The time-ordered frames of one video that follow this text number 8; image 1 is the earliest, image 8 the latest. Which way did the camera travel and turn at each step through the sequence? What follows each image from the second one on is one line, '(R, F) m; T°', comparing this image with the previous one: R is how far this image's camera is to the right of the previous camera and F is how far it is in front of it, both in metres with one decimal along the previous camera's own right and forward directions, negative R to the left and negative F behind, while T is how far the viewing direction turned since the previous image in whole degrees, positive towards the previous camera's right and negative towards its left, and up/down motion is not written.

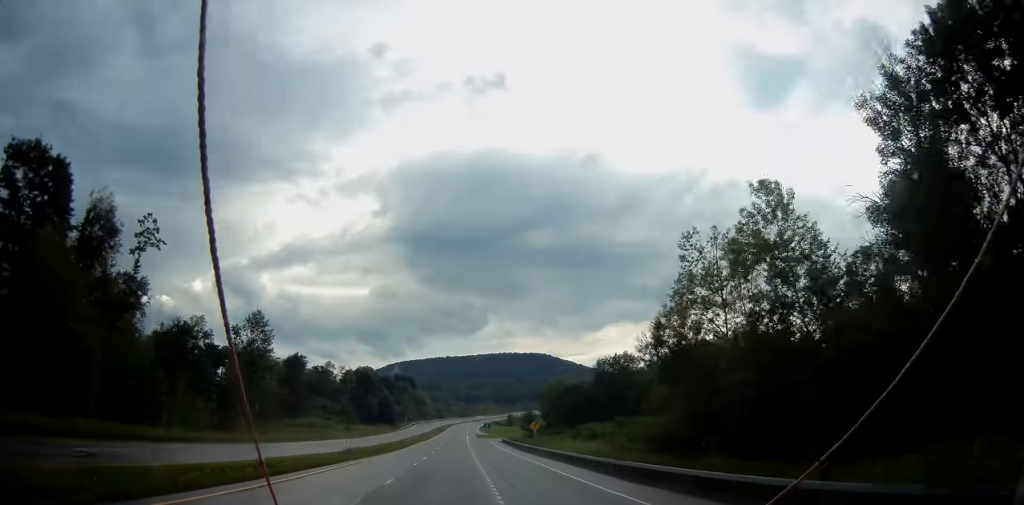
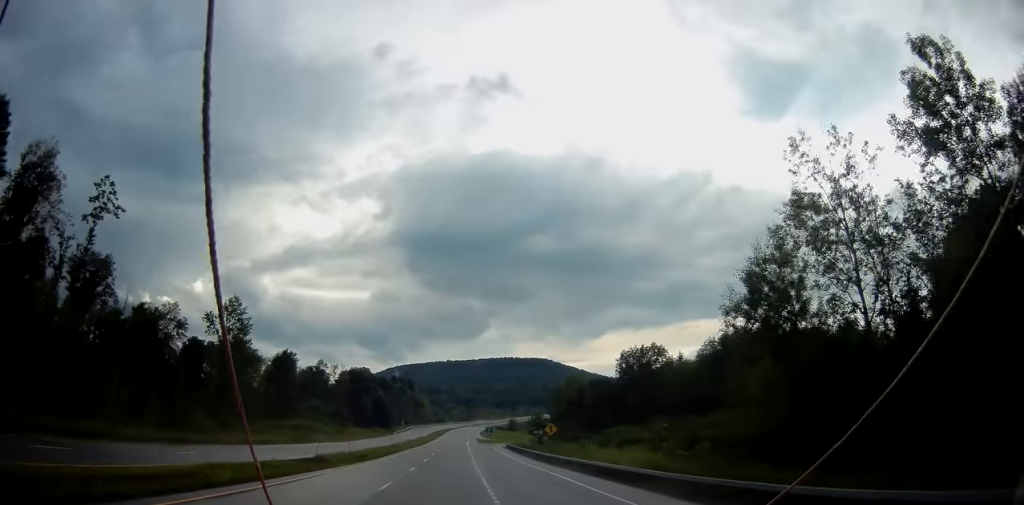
(-0.1, +12.4) m; -1°
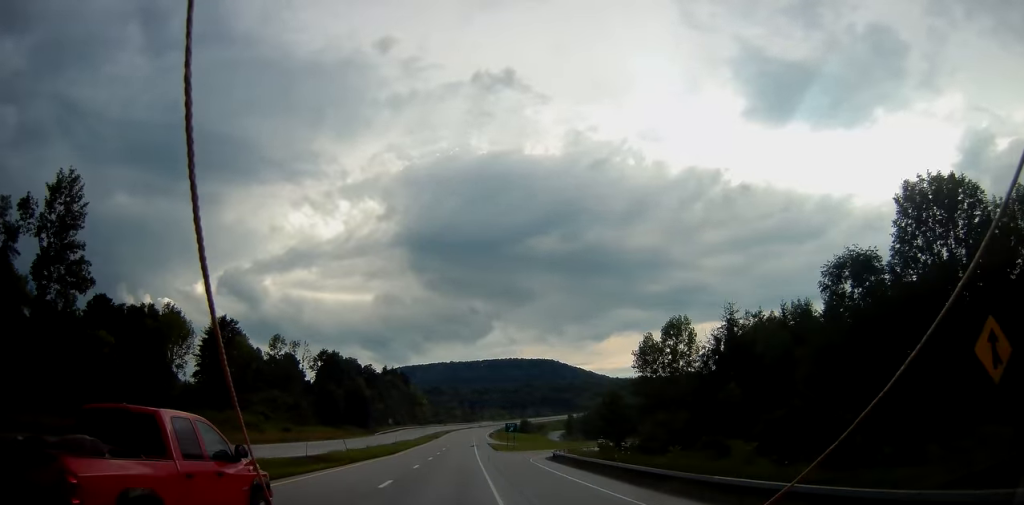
(-0.1, +49.8) m; 0°
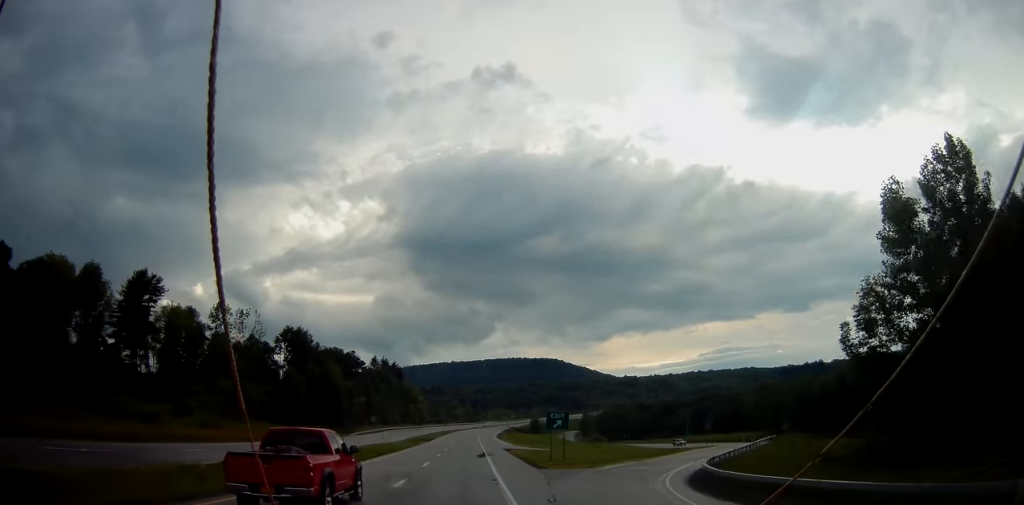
(0.0, +36.8) m; 0°
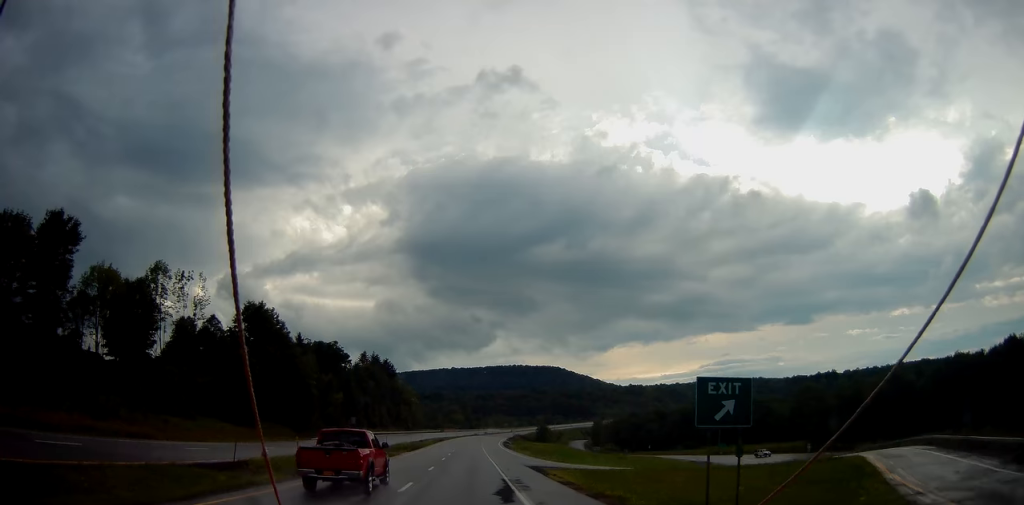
(-0.1, +25.8) m; 0°
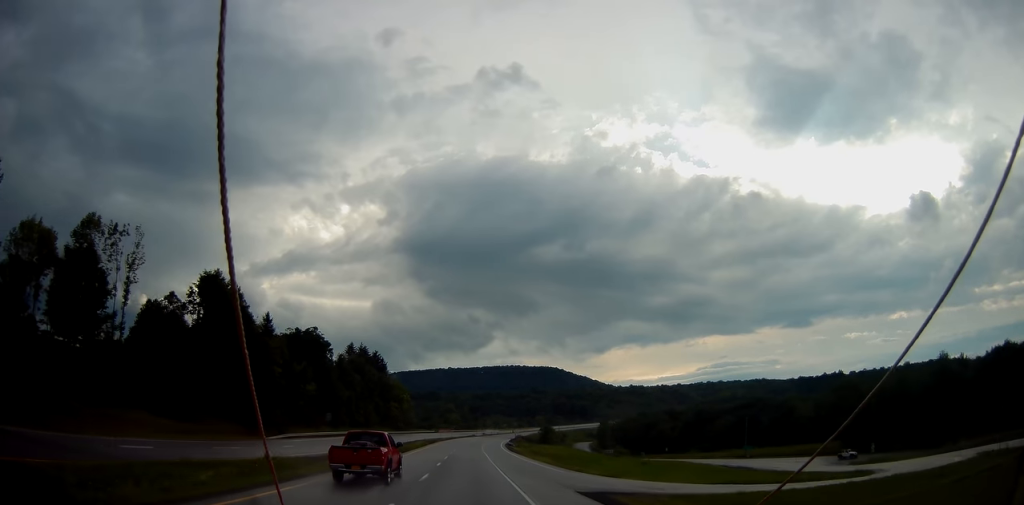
(-0.1, +18.6) m; +1°
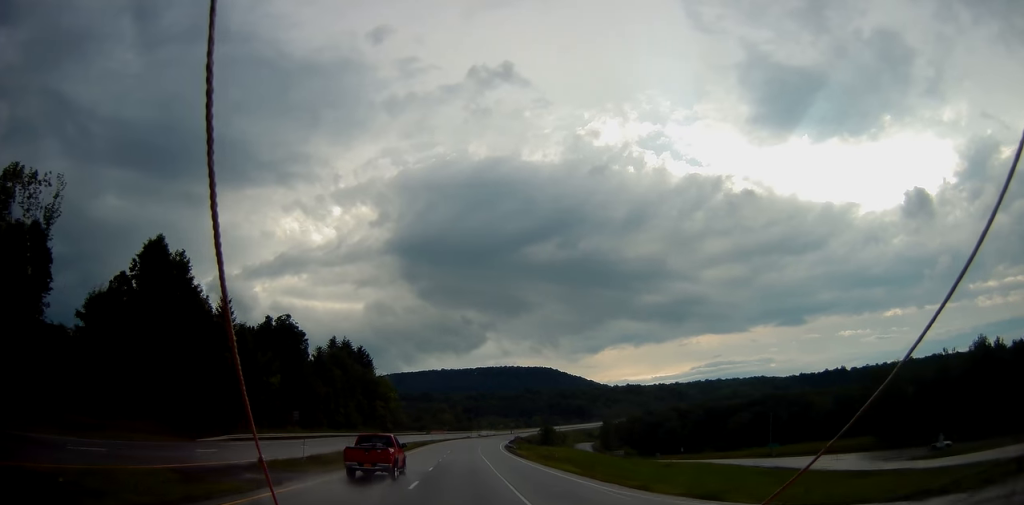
(+0.2, +15.9) m; 0°
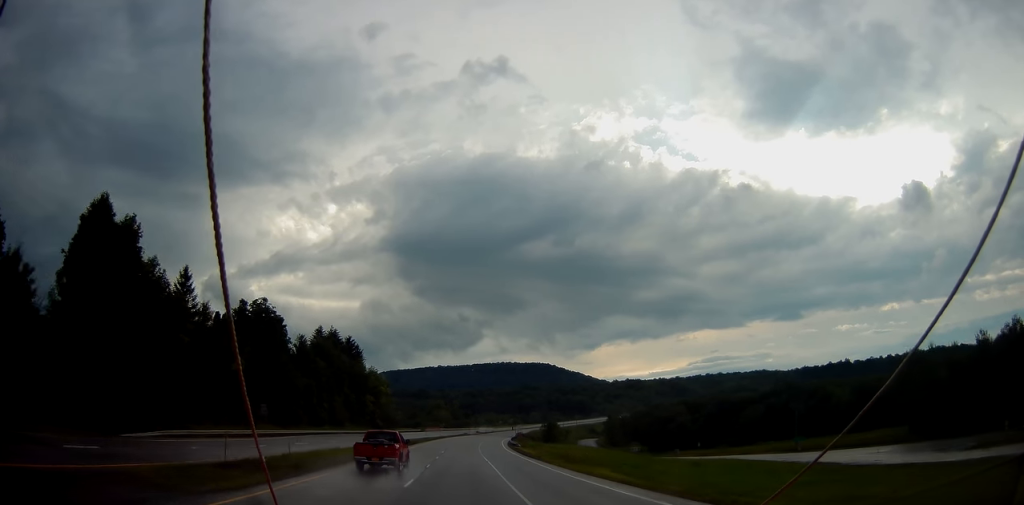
(+0.1, +12.5) m; 0°
